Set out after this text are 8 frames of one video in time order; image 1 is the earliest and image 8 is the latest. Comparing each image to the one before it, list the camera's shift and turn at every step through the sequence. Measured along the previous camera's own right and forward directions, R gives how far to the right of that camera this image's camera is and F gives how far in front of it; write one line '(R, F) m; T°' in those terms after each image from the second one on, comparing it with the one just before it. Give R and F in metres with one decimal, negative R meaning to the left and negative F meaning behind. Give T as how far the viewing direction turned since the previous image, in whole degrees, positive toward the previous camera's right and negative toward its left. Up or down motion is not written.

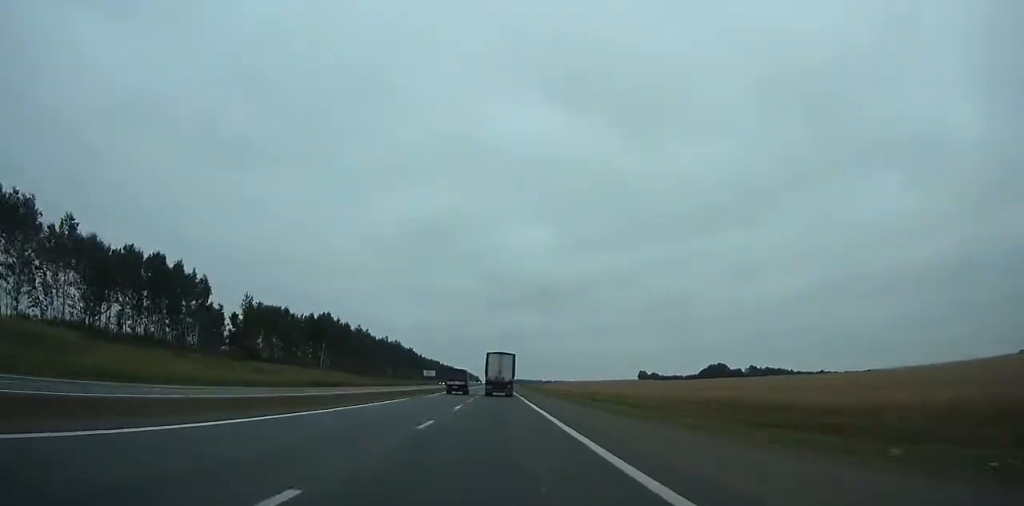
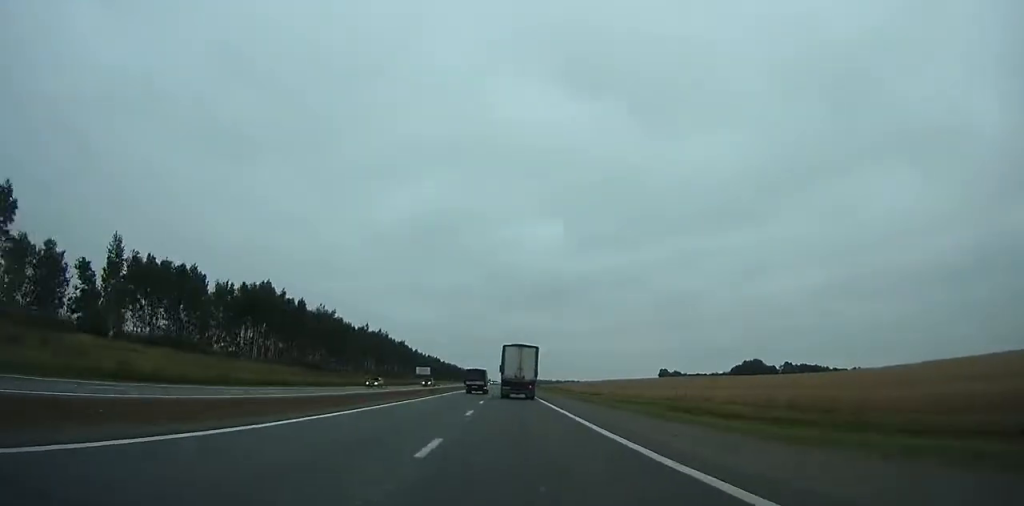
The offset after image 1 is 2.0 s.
(-0.4, +53.2) m; -1°
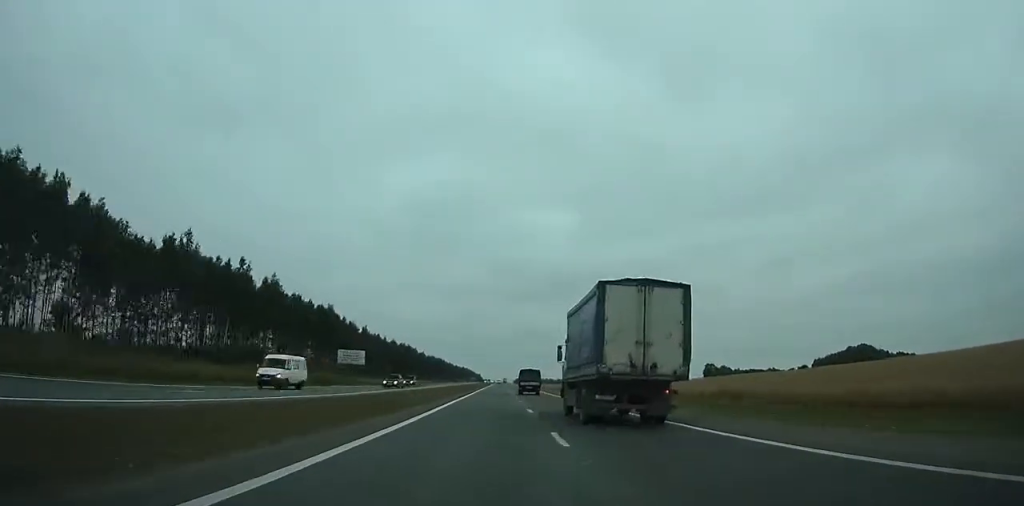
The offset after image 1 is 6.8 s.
(-1.1, +129.3) m; 0°
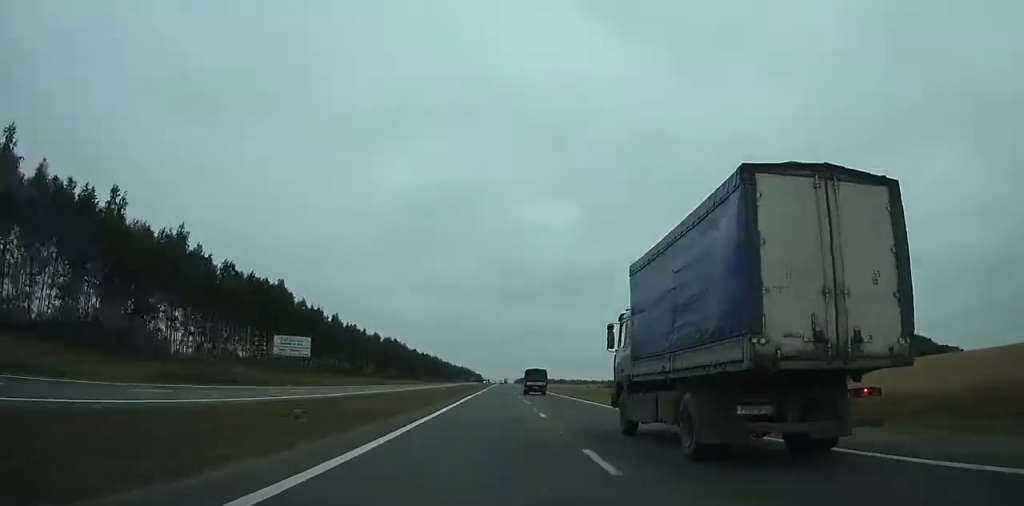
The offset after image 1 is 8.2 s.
(+0.1, +38.1) m; 0°
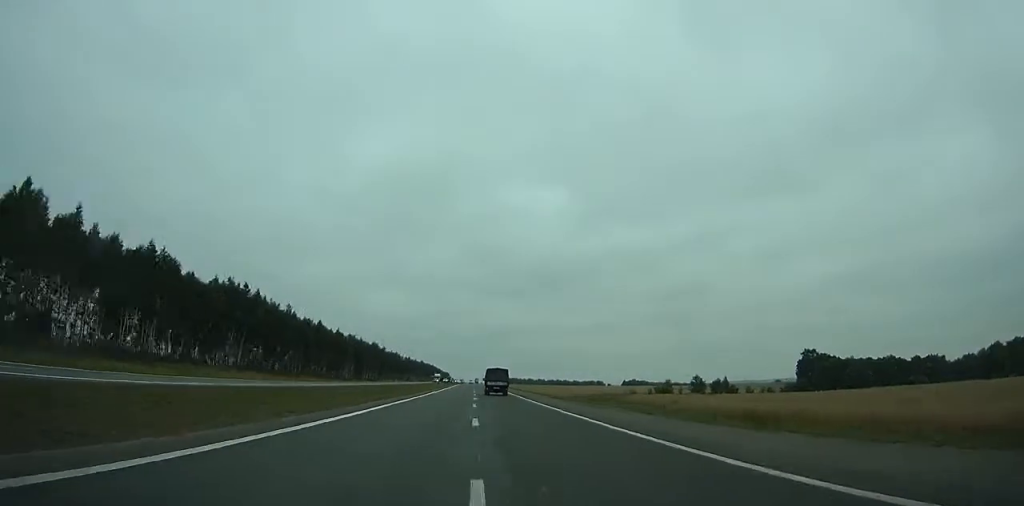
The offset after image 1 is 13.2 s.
(+2.0, +136.0) m; +2°
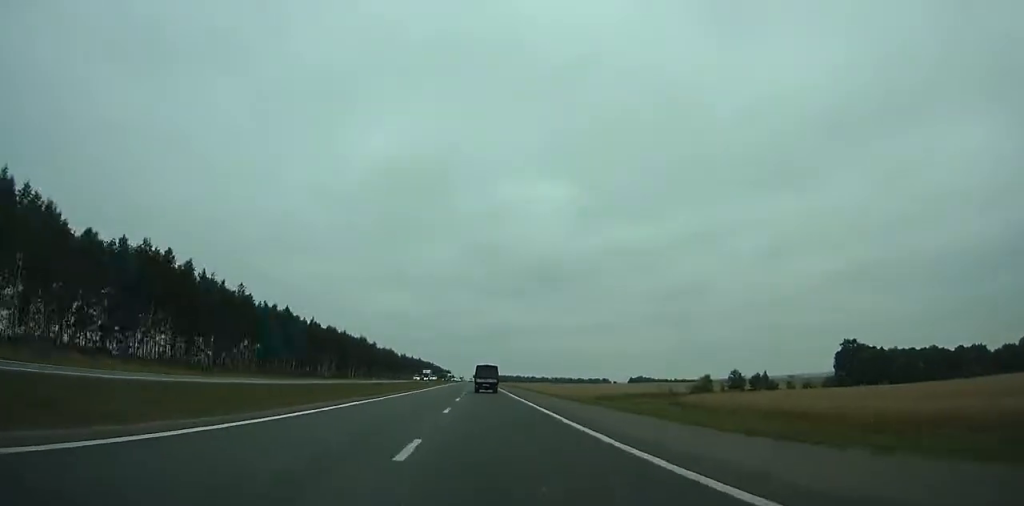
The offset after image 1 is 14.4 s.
(+0.3, +32.5) m; 0°
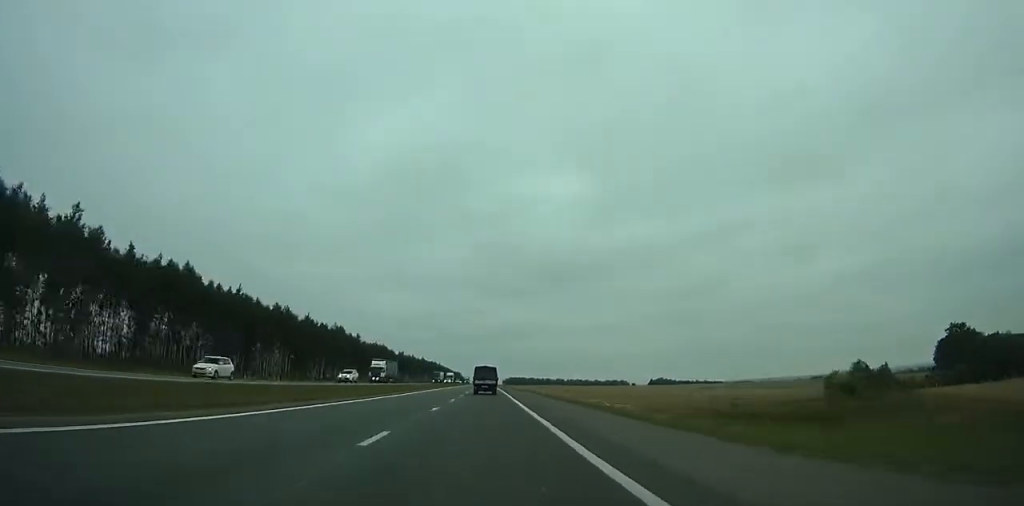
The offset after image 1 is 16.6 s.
(+0.1, +58.9) m; 0°
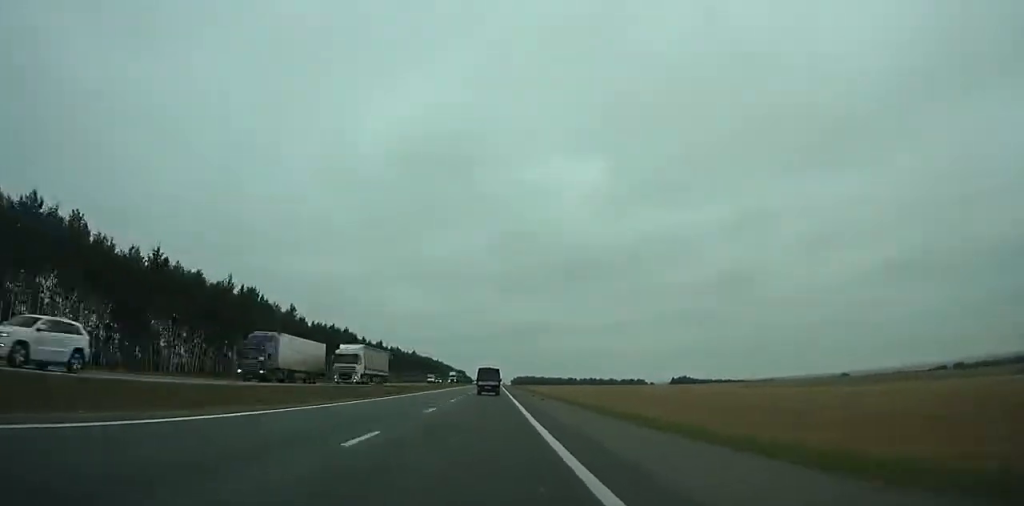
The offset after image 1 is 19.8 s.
(-0.5, +84.5) m; -1°
